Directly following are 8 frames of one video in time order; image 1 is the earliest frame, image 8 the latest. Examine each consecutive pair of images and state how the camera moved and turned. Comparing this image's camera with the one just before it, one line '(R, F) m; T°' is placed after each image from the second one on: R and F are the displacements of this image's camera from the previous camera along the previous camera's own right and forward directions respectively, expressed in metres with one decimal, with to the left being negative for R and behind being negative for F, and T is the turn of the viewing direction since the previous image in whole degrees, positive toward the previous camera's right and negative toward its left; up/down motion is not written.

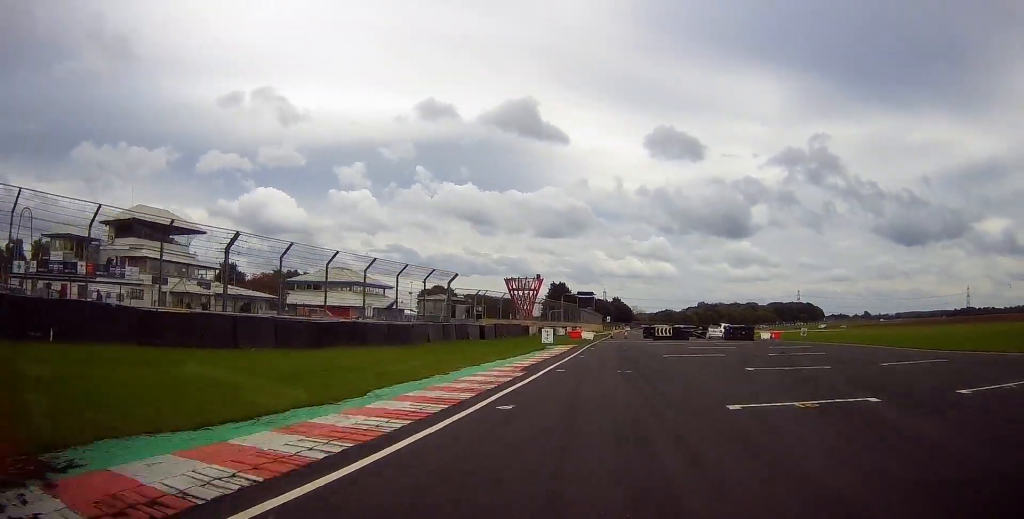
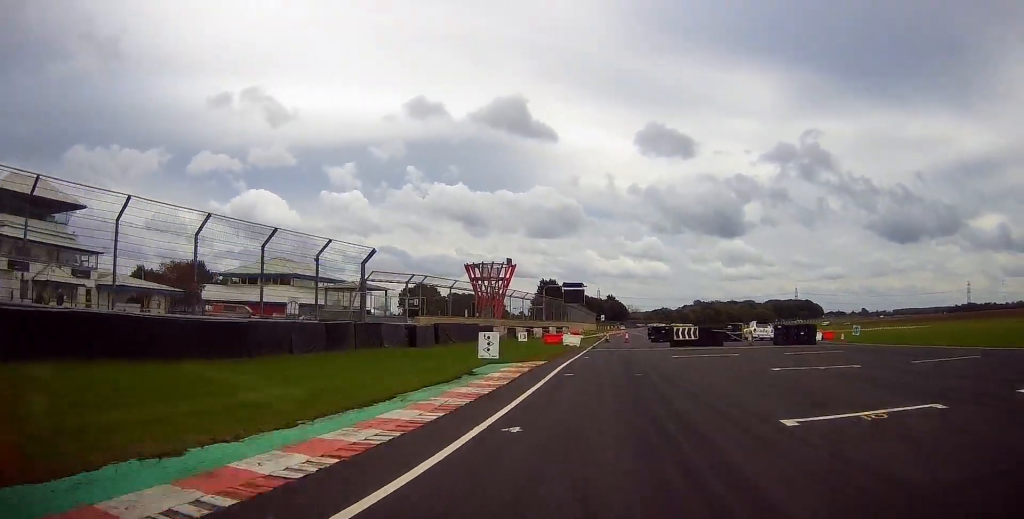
(+0.2, +16.6) m; +1°
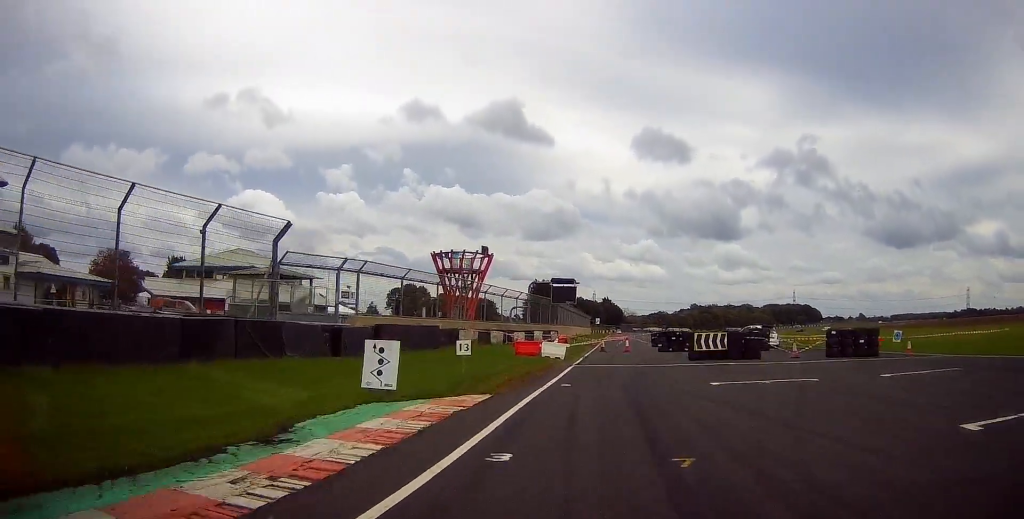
(0.0, +9.8) m; +1°
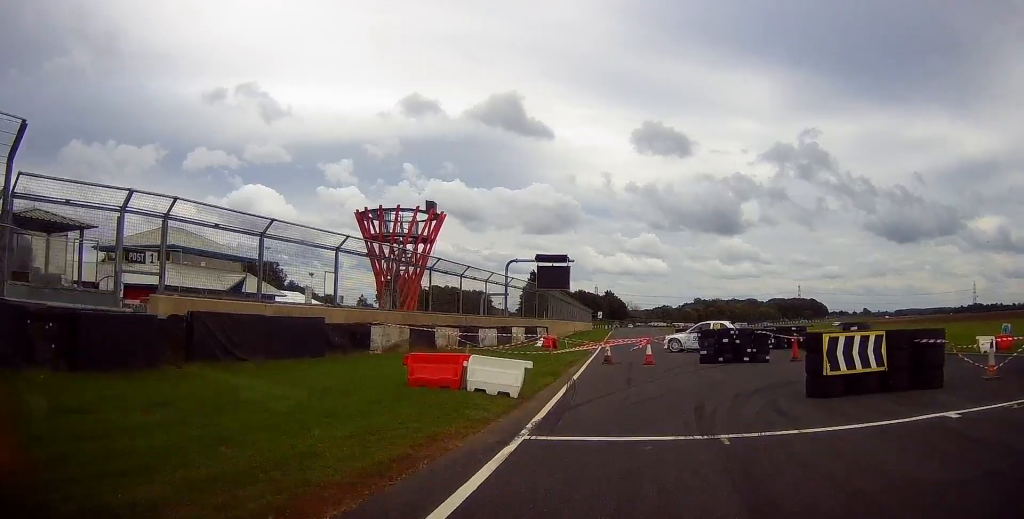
(+0.2, +14.9) m; +5°
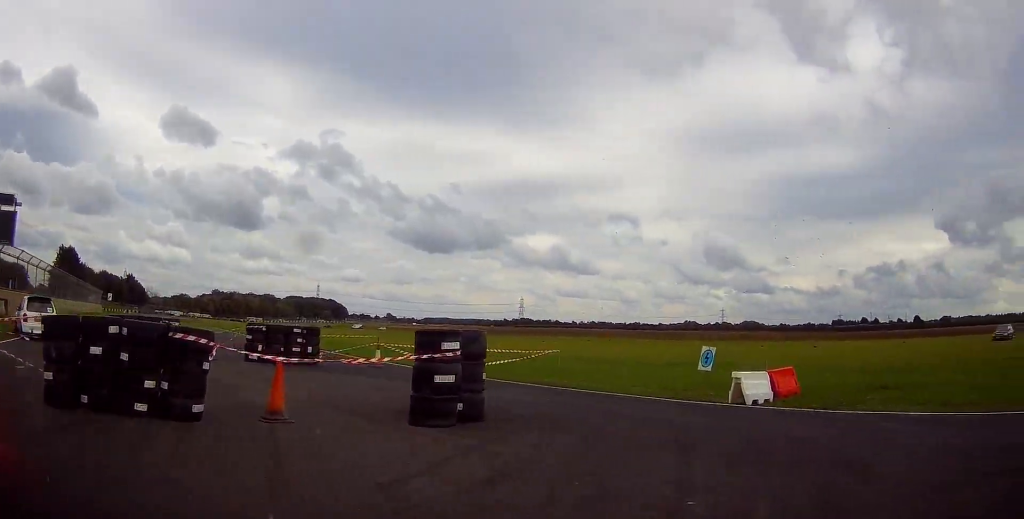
(+2.9, +13.8) m; +30°
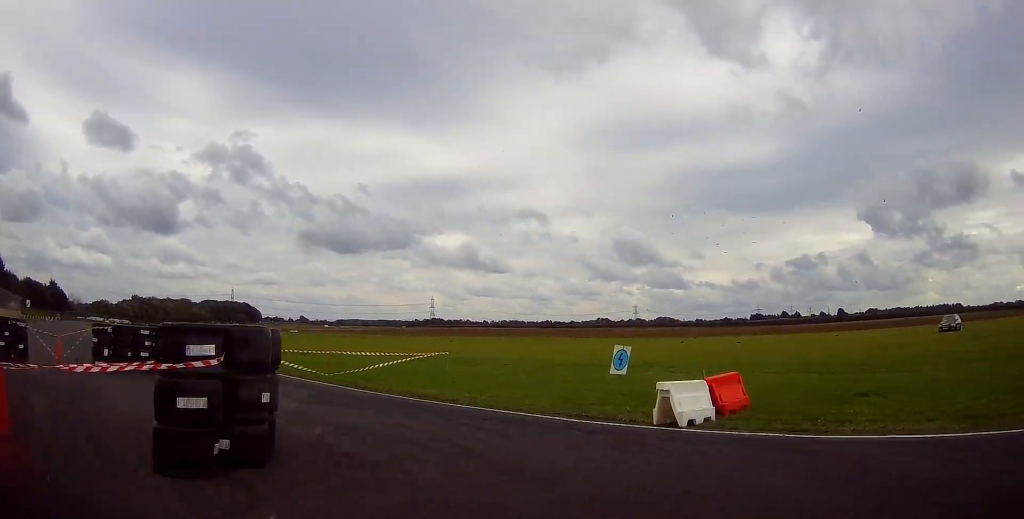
(+0.3, +3.3) m; 0°
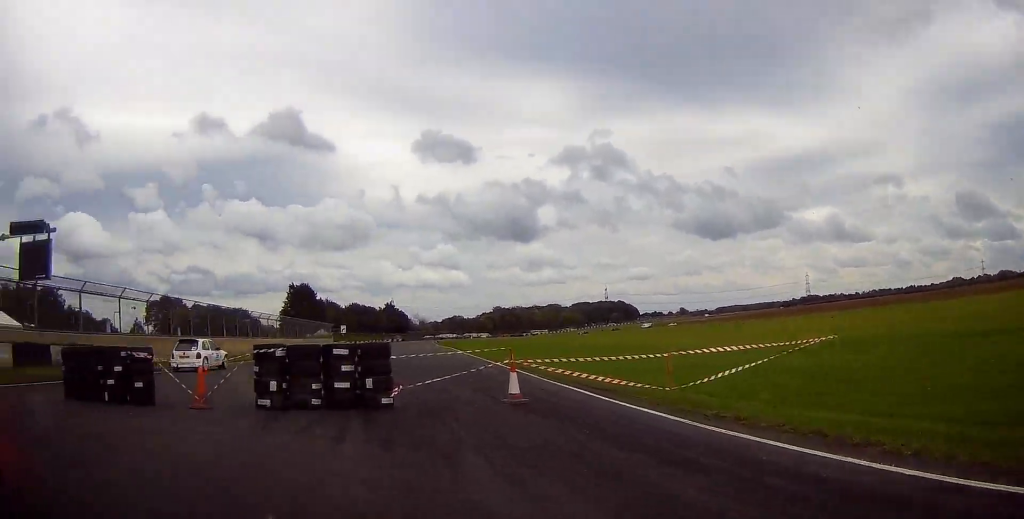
(-0.4, +6.2) m; -31°
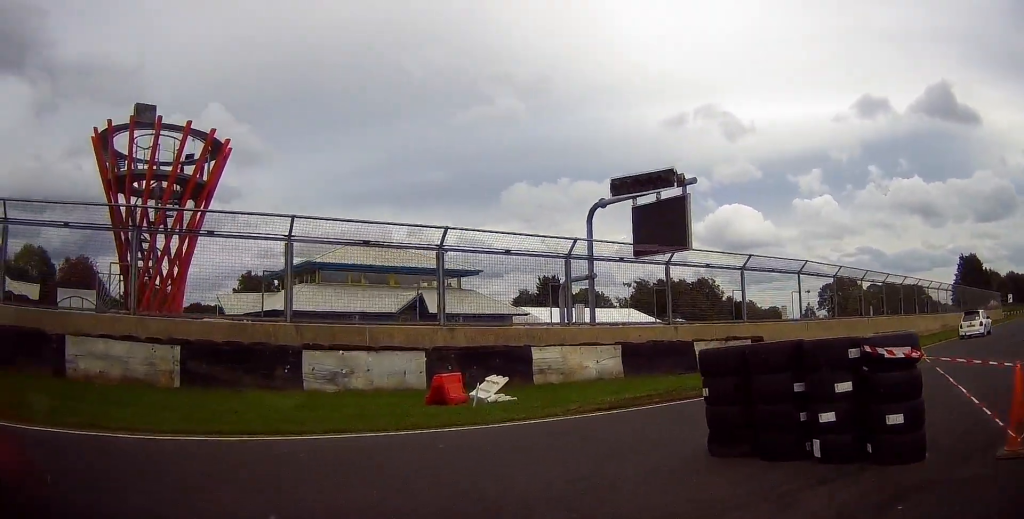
(-2.9, +5.6) m; -35°
